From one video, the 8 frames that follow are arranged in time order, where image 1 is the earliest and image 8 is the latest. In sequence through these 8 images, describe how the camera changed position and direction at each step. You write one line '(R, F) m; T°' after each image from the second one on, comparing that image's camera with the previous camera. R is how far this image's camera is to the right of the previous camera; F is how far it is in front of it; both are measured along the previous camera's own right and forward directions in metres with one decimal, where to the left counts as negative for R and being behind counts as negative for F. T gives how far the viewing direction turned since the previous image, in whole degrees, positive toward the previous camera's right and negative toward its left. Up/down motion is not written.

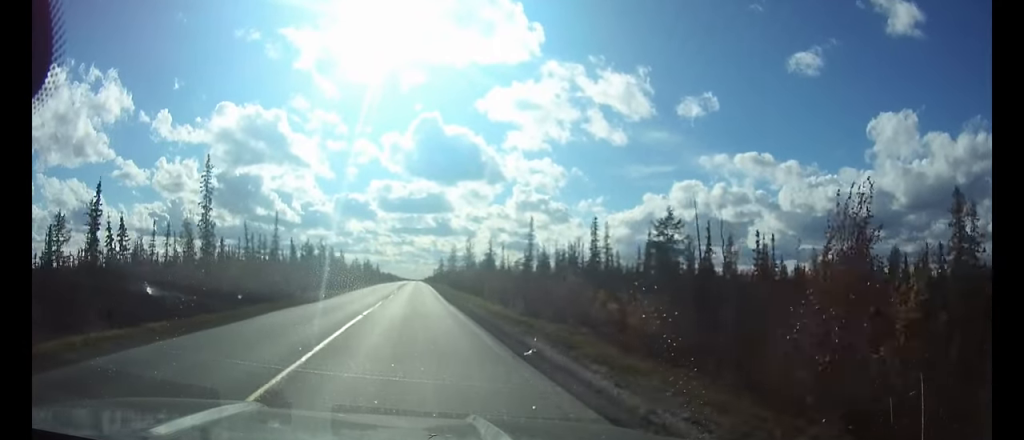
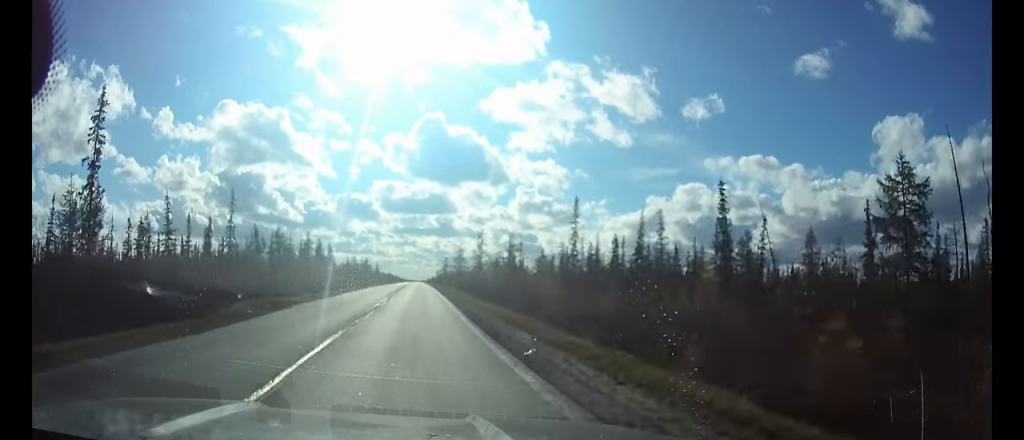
(0.0, +20.6) m; 0°
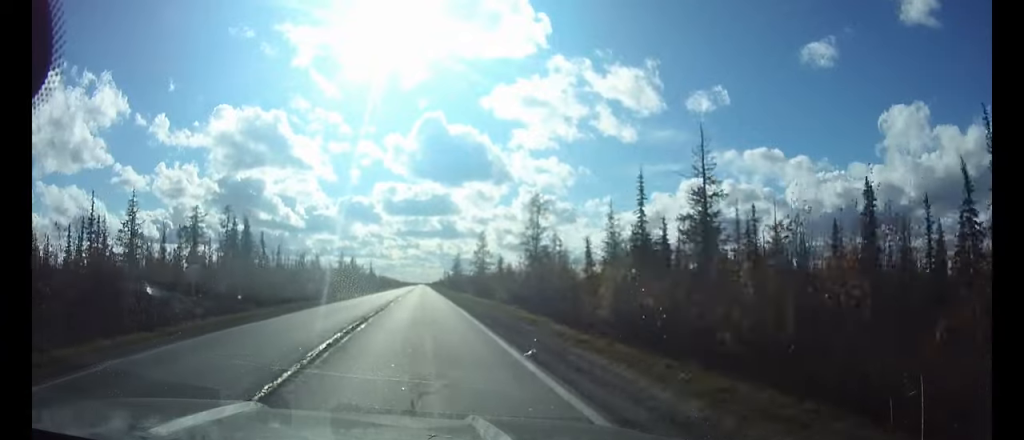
(-0.2, +53.8) m; 0°
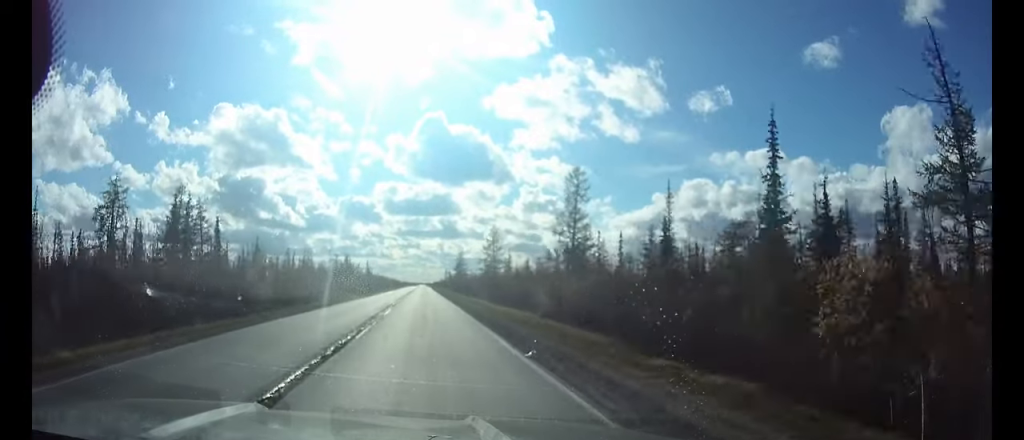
(0.0, +14.7) m; 0°
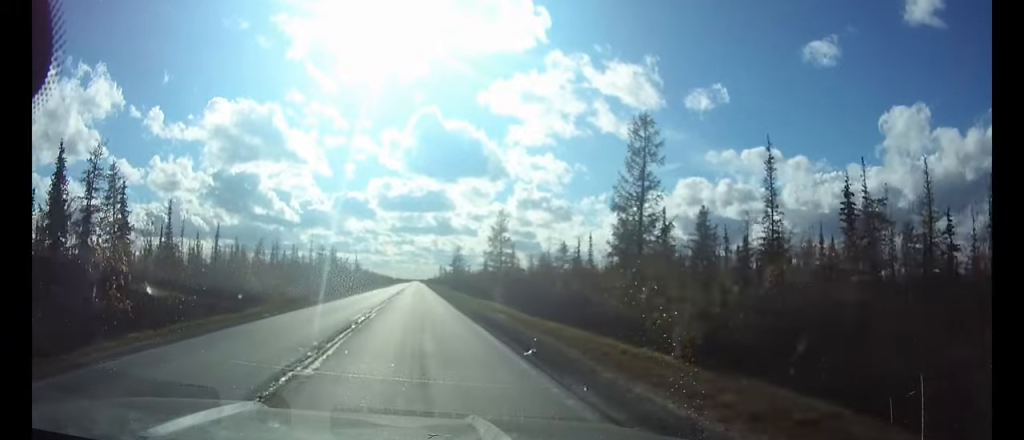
(0.0, +16.2) m; 0°
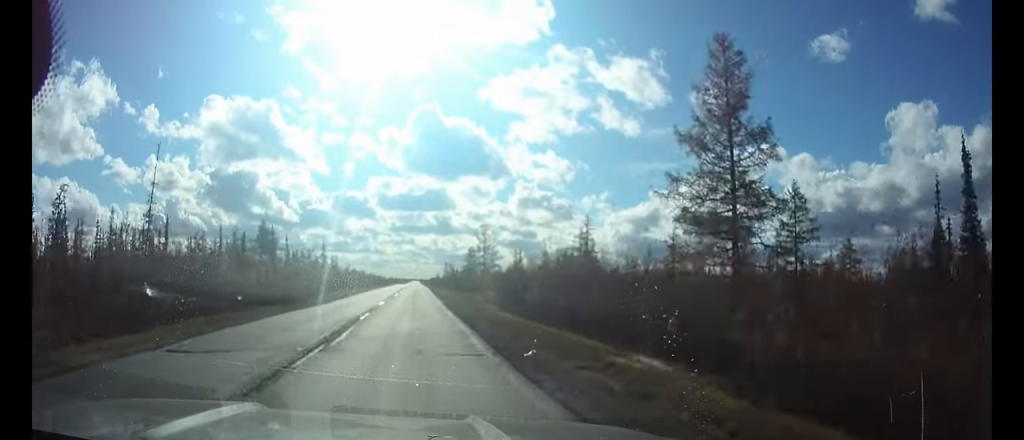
(0.0, +62.6) m; 0°
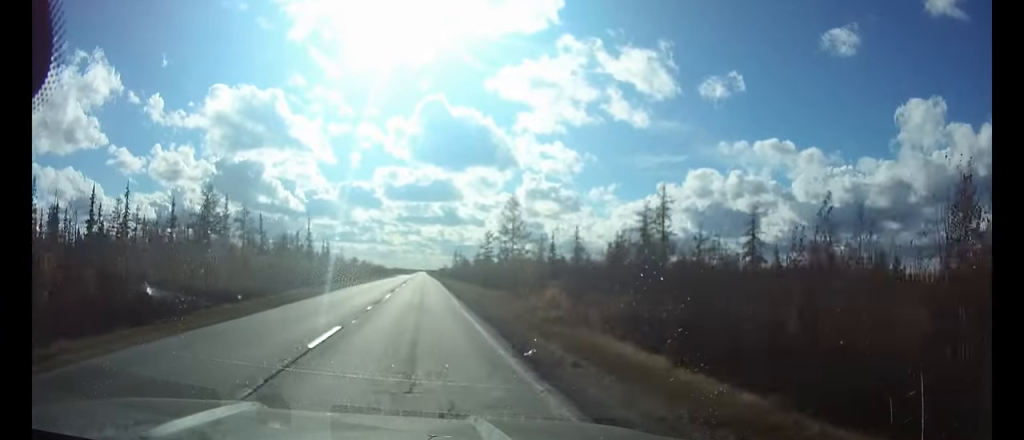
(0.0, +21.8) m; 0°
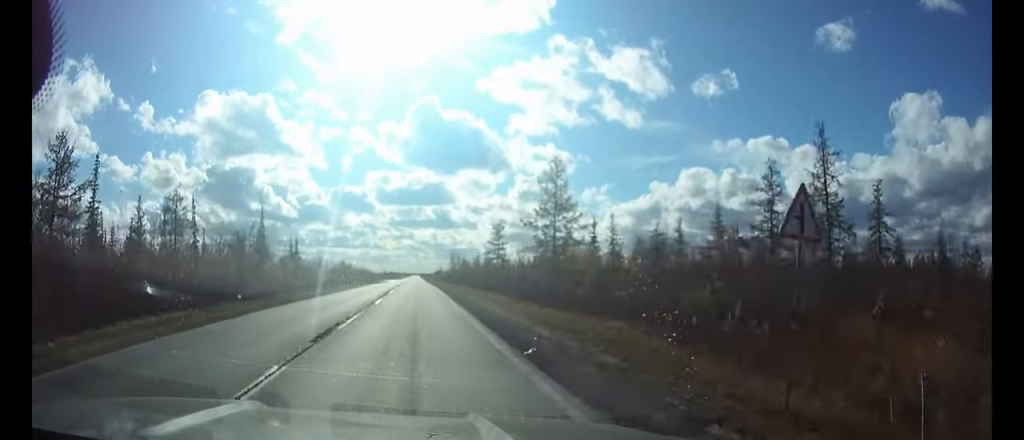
(+0.1, +26.6) m; 0°
